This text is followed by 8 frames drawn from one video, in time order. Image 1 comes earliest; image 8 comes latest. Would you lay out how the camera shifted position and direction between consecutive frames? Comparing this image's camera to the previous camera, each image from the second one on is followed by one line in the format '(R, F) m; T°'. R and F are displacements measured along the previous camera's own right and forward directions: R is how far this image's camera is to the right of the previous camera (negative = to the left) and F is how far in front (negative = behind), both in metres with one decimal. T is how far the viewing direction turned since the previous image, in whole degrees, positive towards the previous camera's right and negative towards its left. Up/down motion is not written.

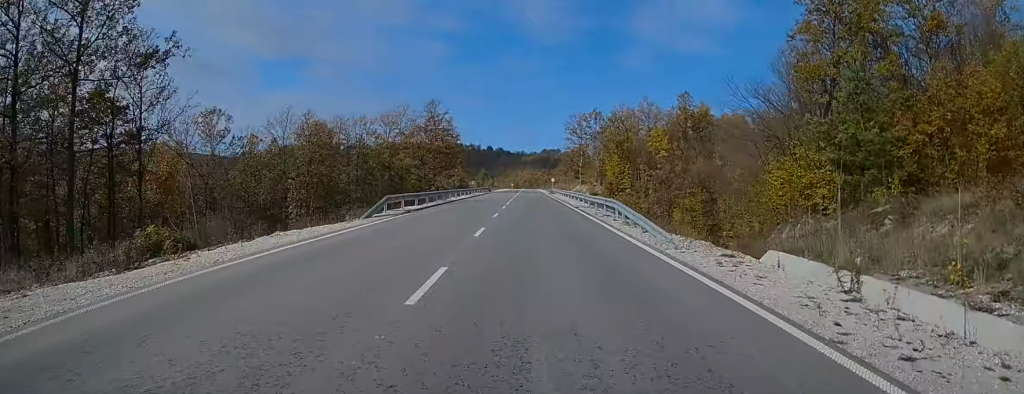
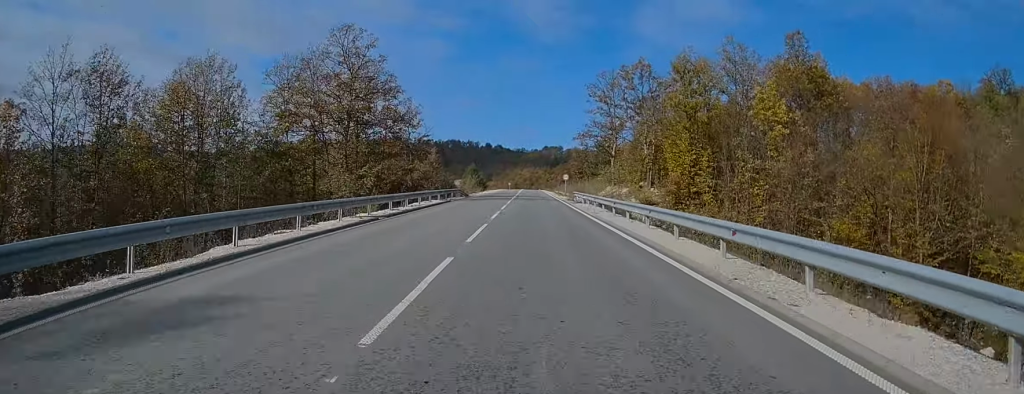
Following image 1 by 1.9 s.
(+0.5, +42.9) m; +1°
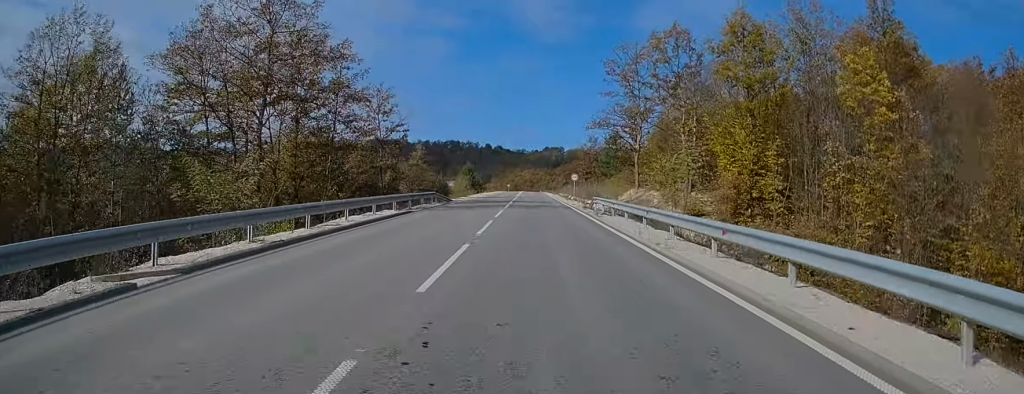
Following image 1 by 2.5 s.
(+0.1, +15.1) m; 0°
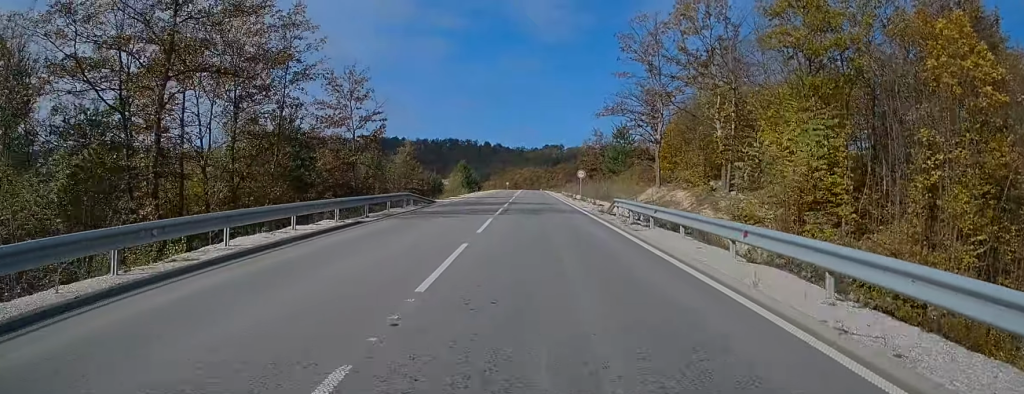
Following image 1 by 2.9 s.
(+0.1, +9.3) m; 0°
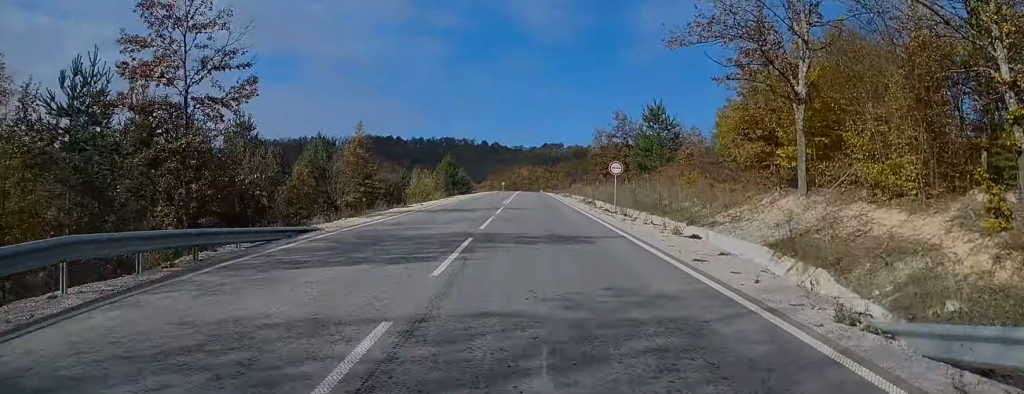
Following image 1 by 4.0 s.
(-0.1, +24.7) m; 0°
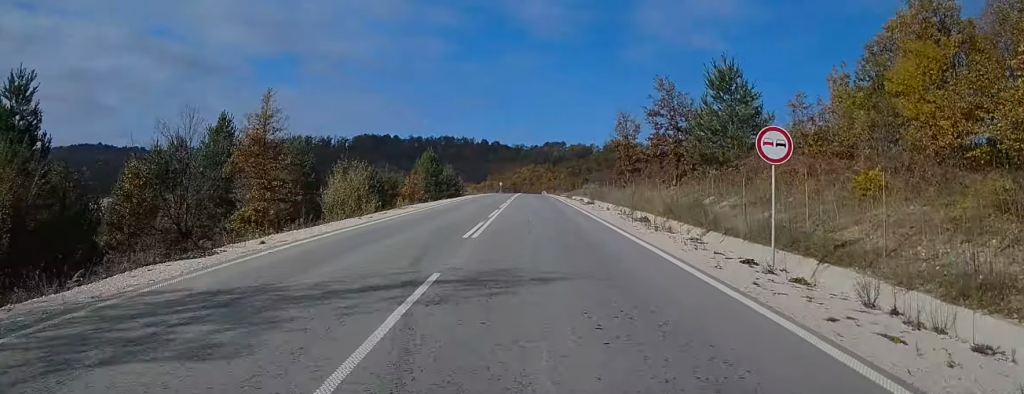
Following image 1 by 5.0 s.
(-0.1, +23.5) m; -1°
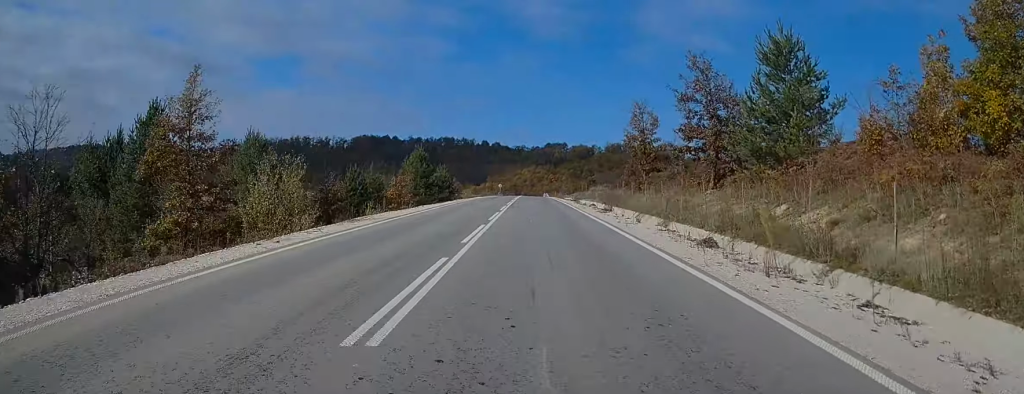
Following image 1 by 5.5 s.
(0.0, +9.8) m; 0°
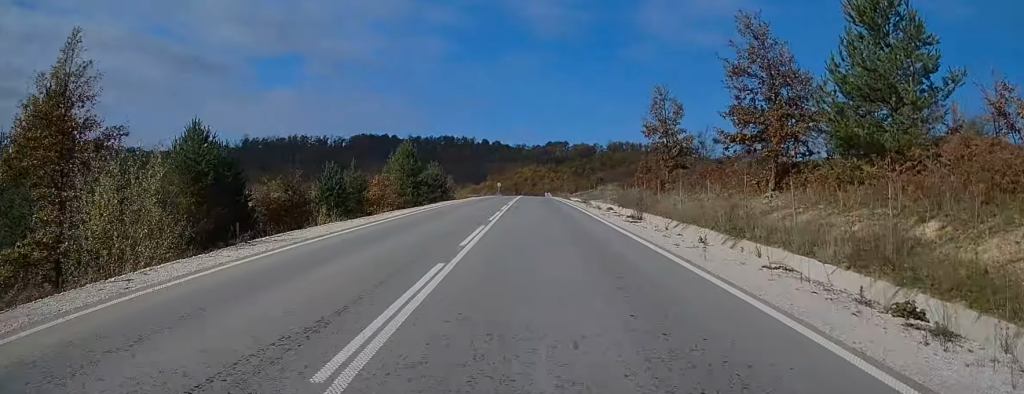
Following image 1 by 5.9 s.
(0.0, +10.0) m; 0°
